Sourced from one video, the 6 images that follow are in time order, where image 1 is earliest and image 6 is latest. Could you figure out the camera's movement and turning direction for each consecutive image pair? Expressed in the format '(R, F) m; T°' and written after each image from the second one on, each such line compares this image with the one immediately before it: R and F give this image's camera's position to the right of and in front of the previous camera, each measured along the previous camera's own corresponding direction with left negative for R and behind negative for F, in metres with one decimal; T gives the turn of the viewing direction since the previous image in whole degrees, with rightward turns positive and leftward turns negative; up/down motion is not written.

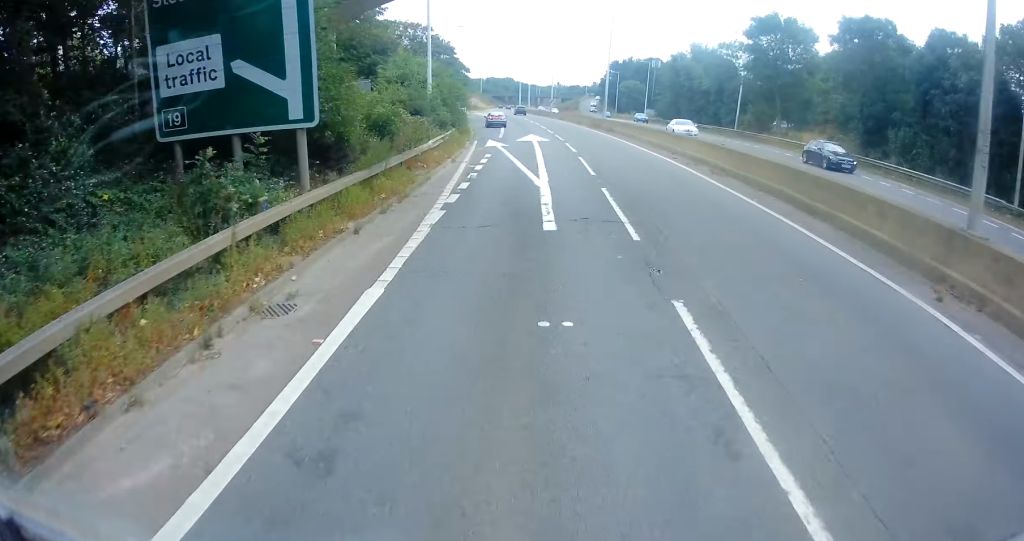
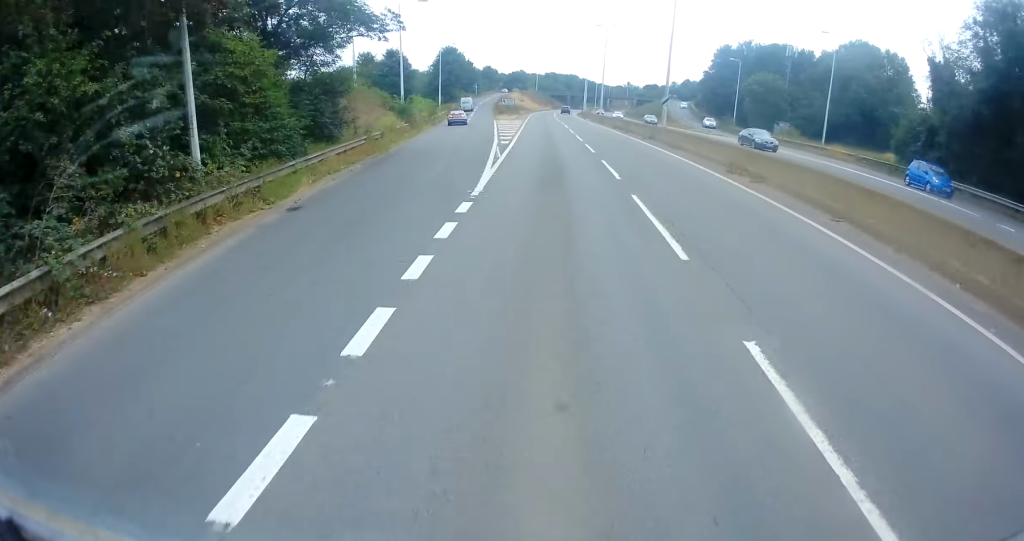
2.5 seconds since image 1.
(-1.3, +60.9) m; -5°
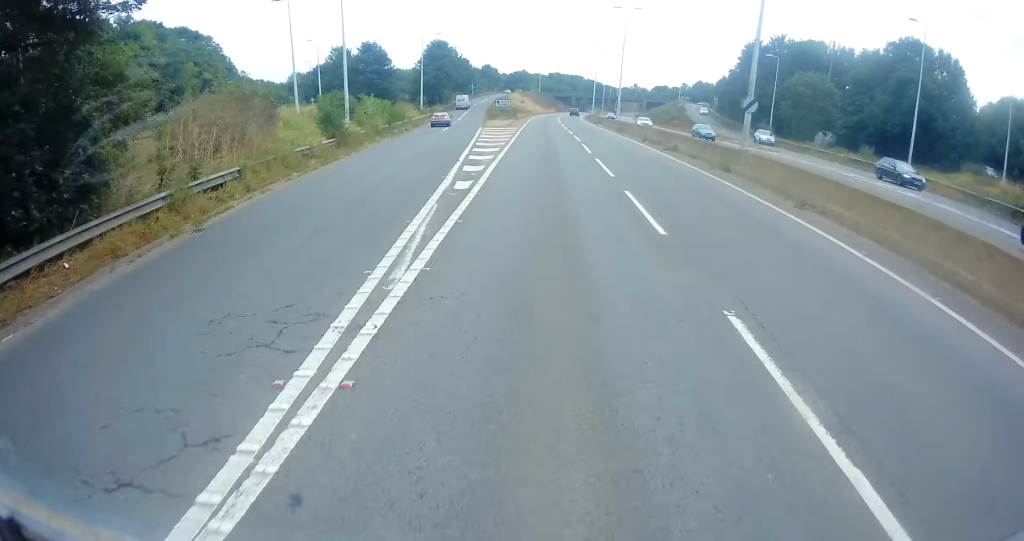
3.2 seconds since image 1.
(-0.3, +16.2) m; -1°
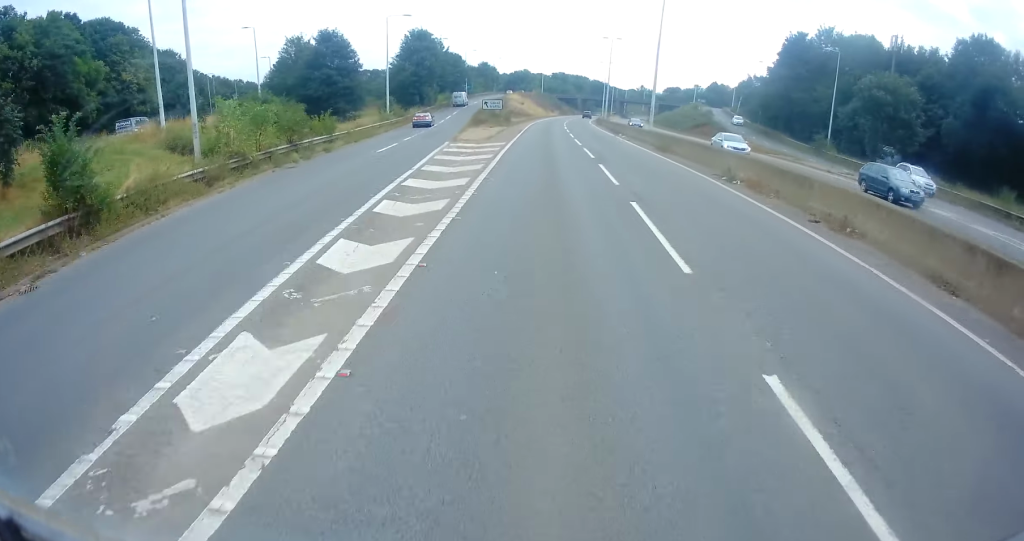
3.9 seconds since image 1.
(-0.2, +18.7) m; 0°
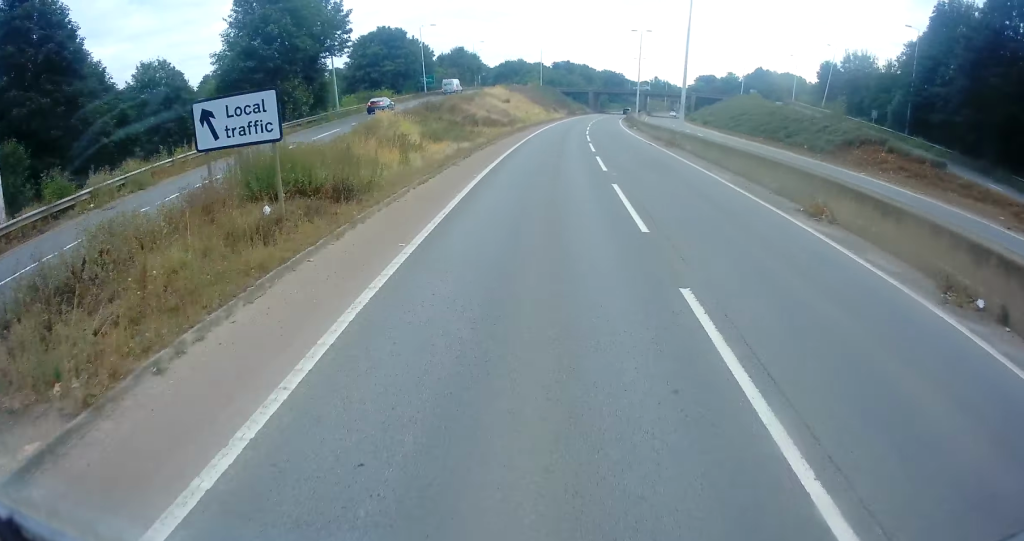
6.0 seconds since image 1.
(-0.6, +49.6) m; -1°
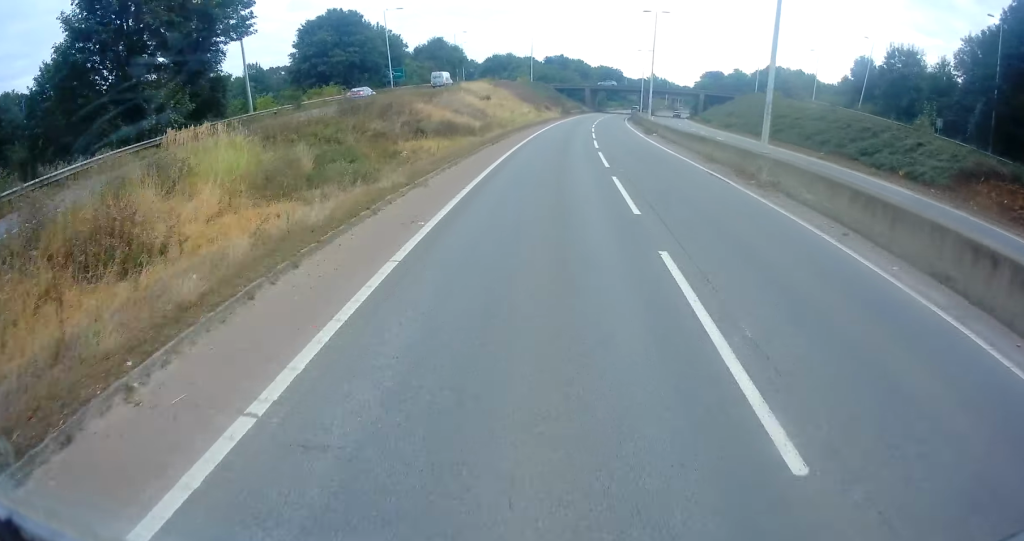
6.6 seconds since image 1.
(+0.5, +16.2) m; +1°
